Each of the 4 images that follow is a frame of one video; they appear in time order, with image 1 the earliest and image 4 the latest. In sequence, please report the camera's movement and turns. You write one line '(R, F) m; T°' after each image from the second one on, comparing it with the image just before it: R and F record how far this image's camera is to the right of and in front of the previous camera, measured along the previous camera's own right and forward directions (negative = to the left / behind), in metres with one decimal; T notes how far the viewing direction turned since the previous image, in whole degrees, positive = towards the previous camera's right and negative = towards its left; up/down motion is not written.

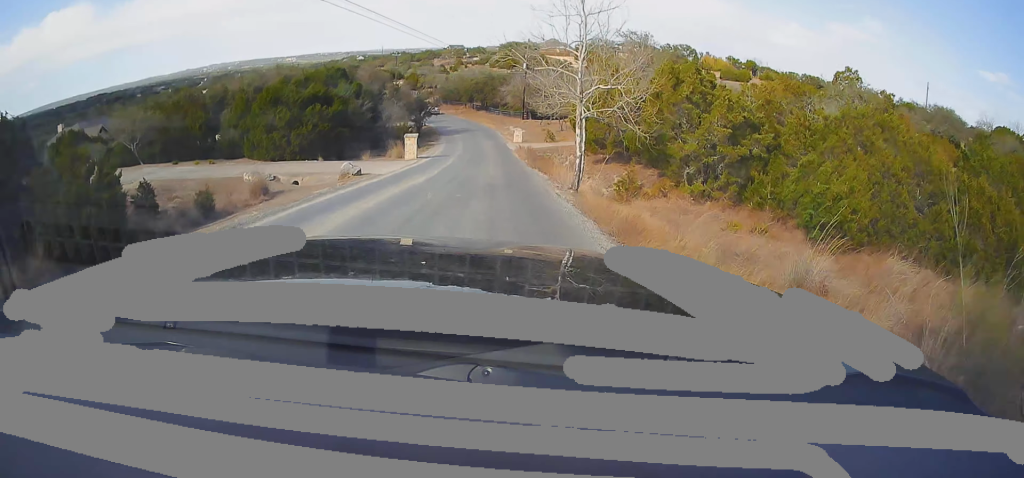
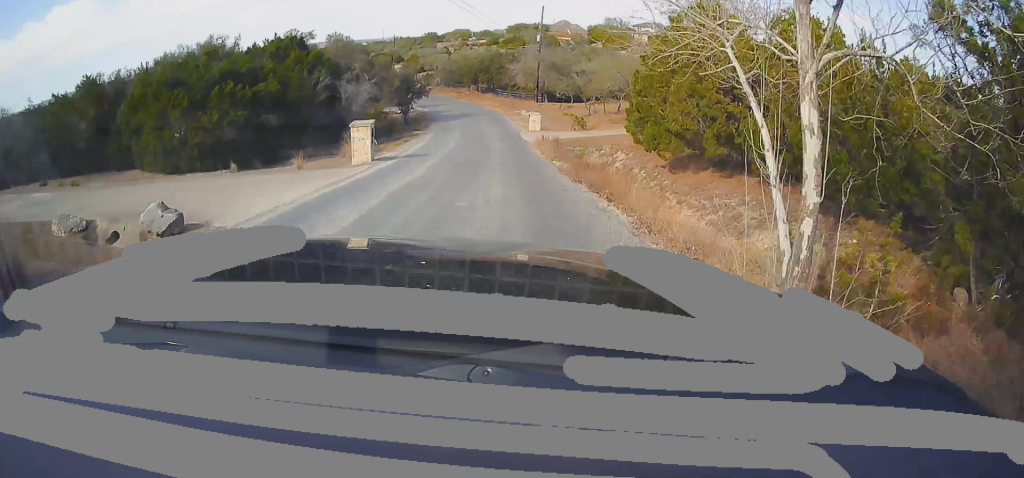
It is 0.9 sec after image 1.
(0.0, +14.7) m; +2°
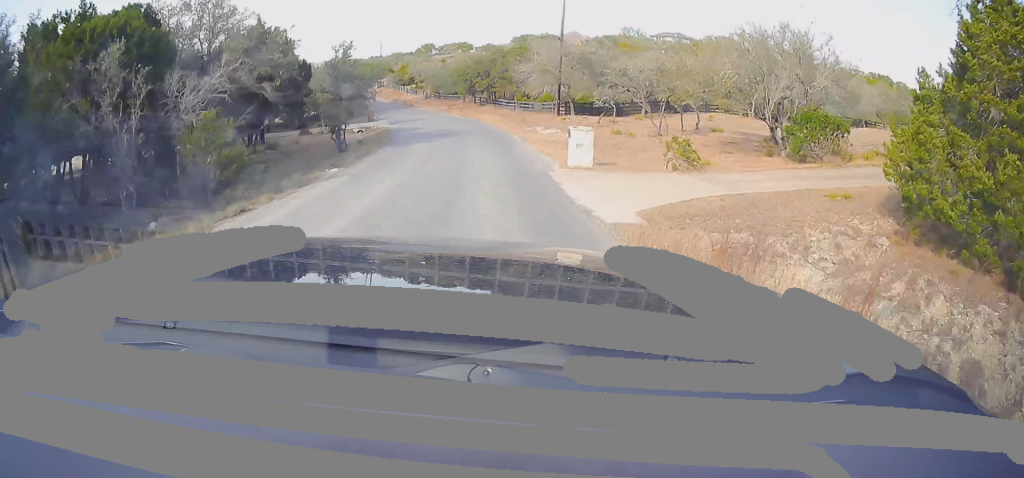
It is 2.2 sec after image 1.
(+0.4, +21.4) m; -1°
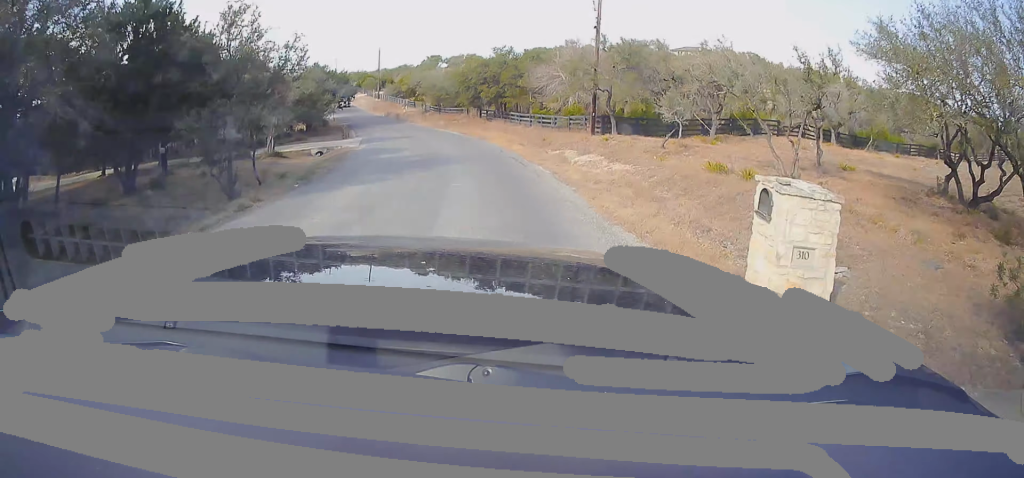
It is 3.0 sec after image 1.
(-0.3, +13.0) m; -2°
